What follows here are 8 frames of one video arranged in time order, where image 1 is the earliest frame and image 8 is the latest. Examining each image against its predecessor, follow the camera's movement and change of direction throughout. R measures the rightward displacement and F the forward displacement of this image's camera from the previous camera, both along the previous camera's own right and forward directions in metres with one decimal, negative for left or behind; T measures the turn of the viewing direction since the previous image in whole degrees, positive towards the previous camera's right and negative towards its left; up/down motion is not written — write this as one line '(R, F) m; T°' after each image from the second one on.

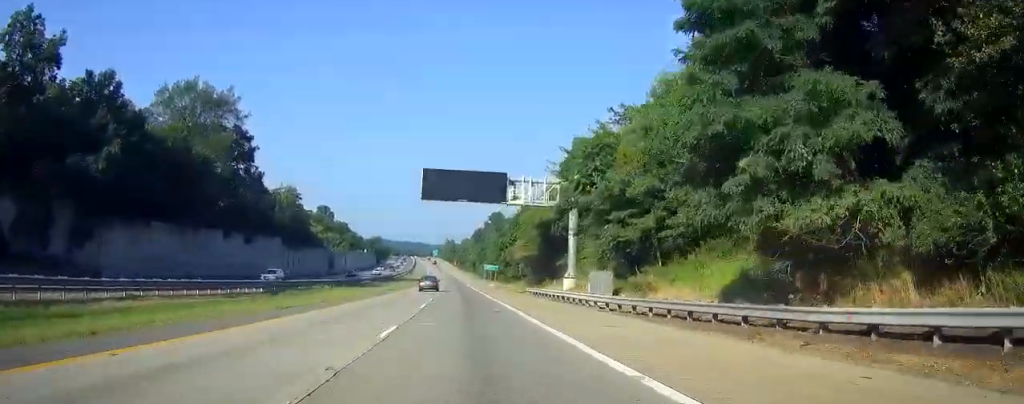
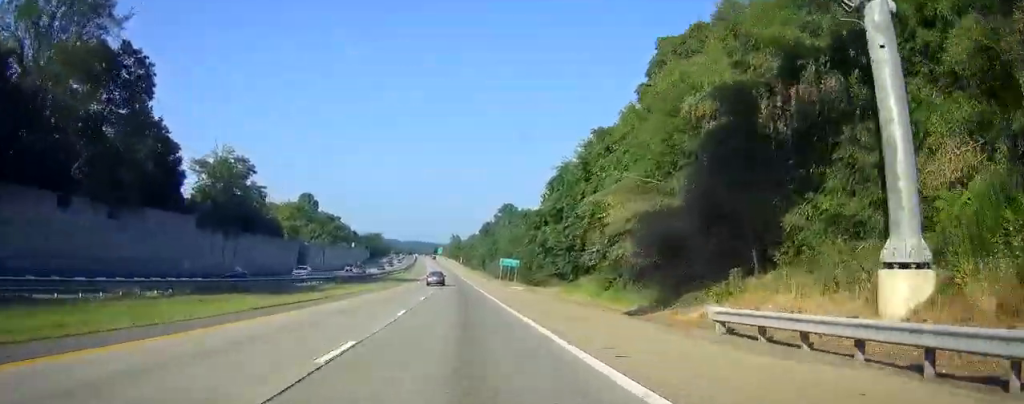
(-0.3, +43.6) m; -1°
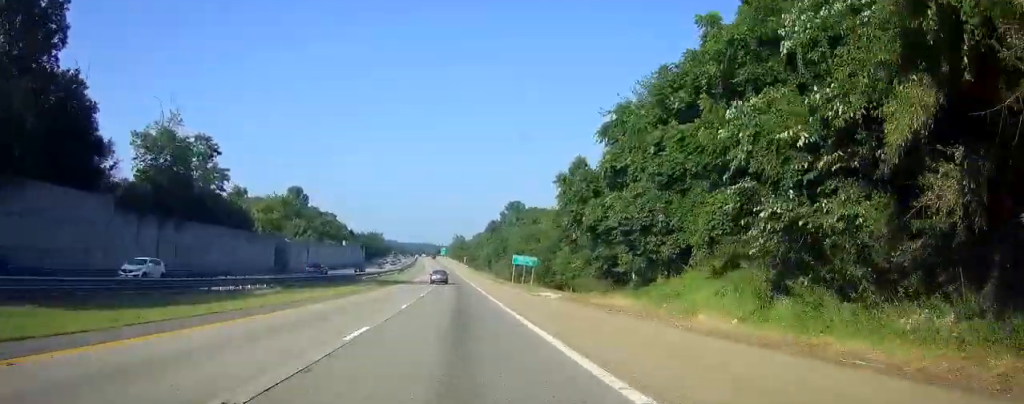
(0.0, +21.9) m; 0°
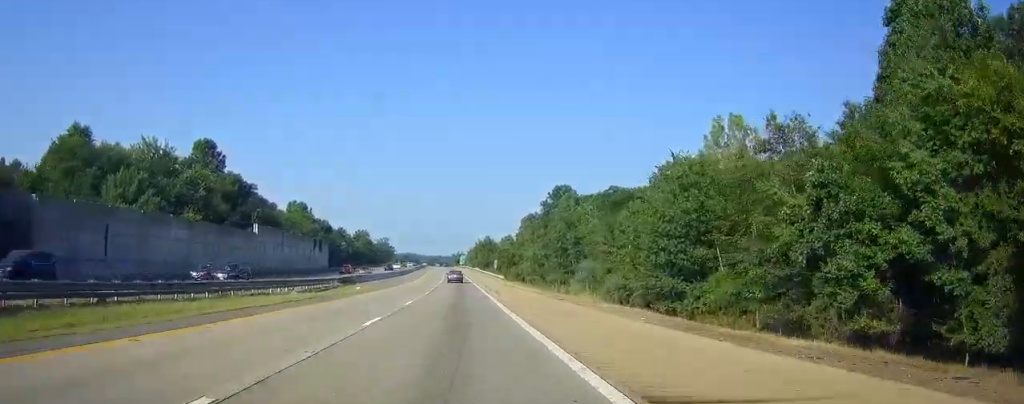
(-1.7, +97.3) m; -2°
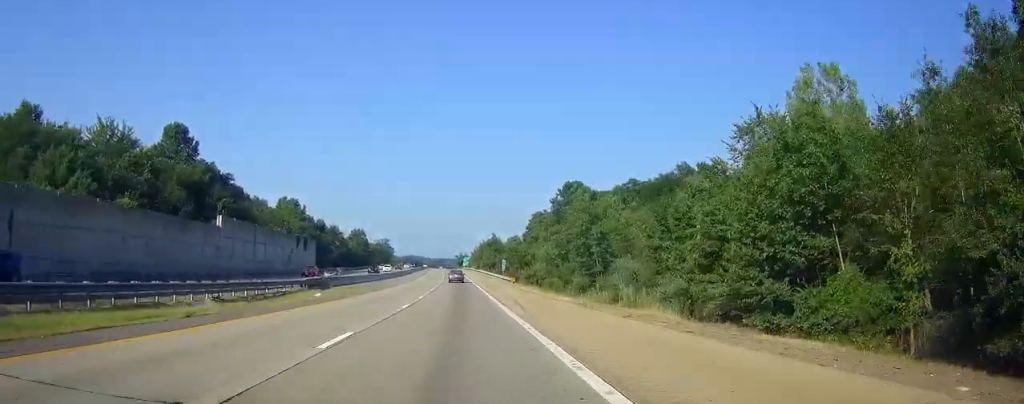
(-0.1, +16.3) m; 0°
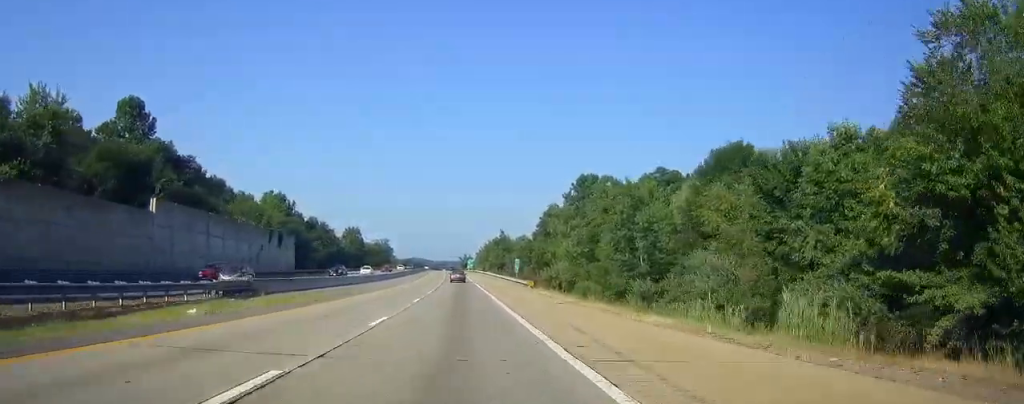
(-0.1, +19.8) m; 0°
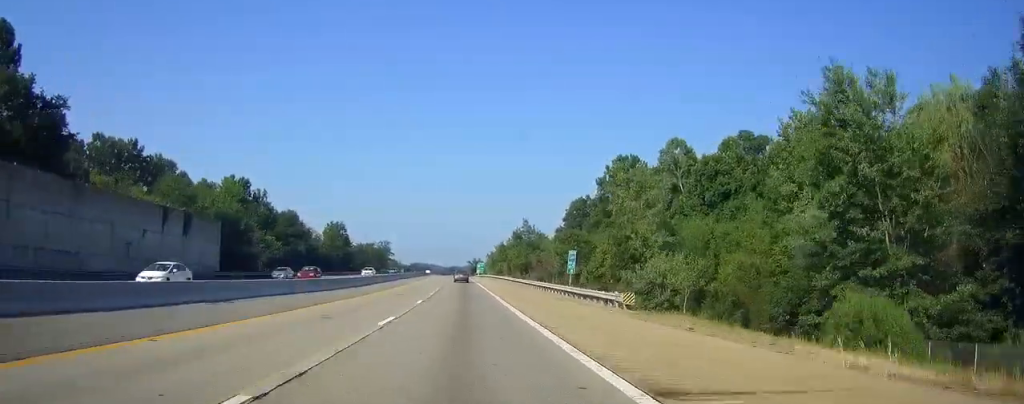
(-0.1, +39.5) m; 0°
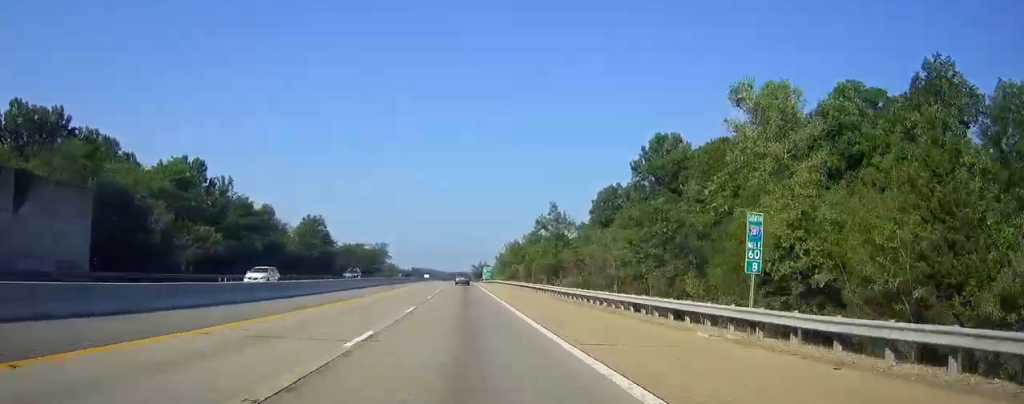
(-0.1, +30.0) m; -1°
